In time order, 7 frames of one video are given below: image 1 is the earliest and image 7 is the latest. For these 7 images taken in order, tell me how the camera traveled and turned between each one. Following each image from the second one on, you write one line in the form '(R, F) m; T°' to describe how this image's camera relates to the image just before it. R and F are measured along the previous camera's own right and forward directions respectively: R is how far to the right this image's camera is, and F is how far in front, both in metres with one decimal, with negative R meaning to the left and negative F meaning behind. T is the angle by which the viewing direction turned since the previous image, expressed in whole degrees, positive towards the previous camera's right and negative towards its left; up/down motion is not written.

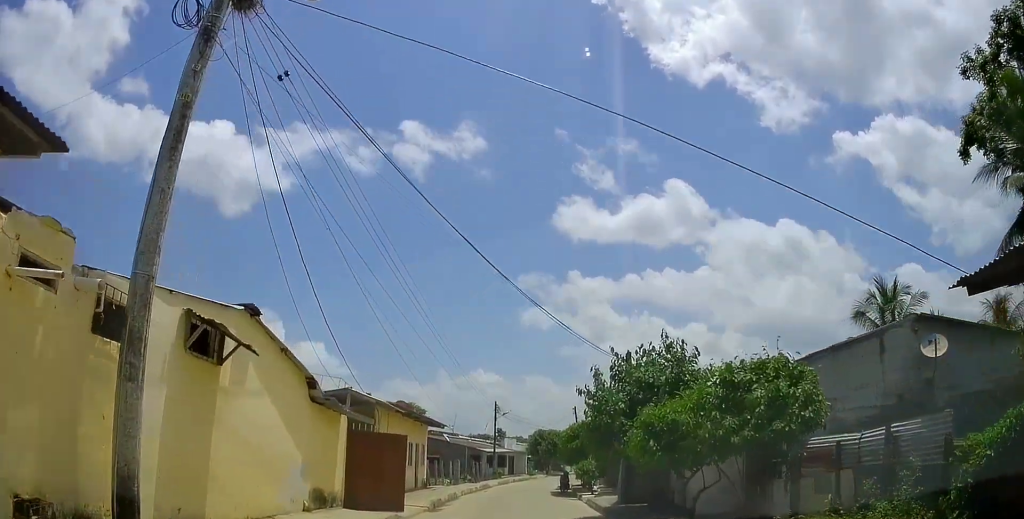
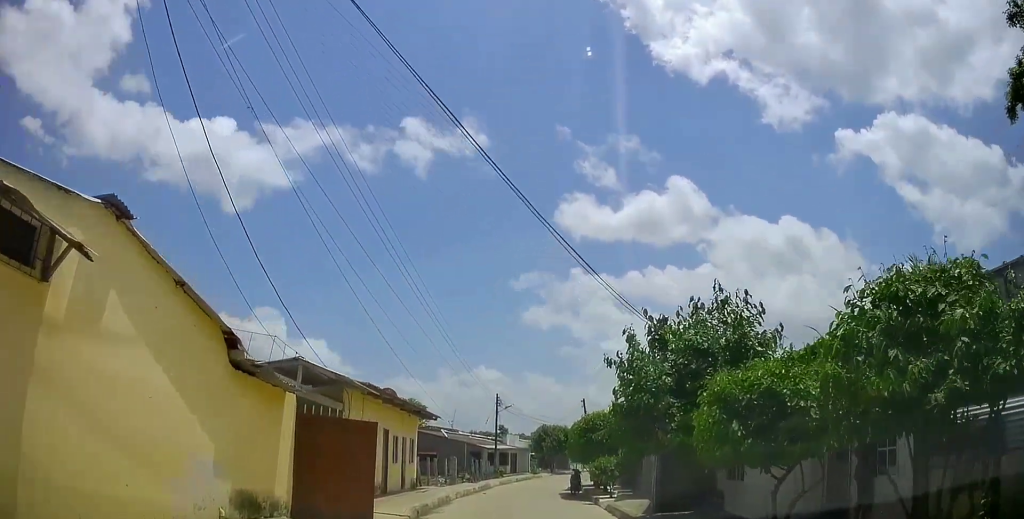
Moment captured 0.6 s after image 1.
(+0.3, +3.2) m; +7°
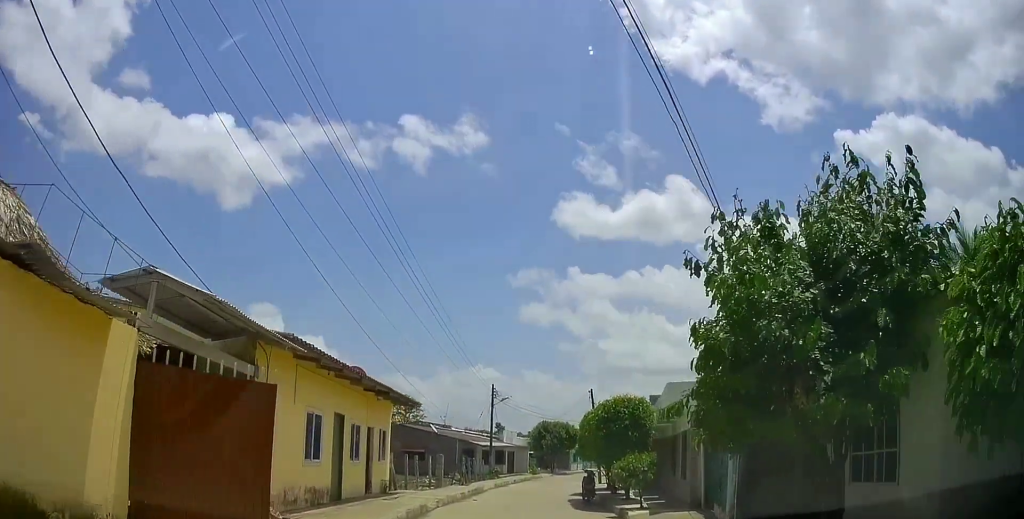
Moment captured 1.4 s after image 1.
(+0.2, +4.5) m; +2°
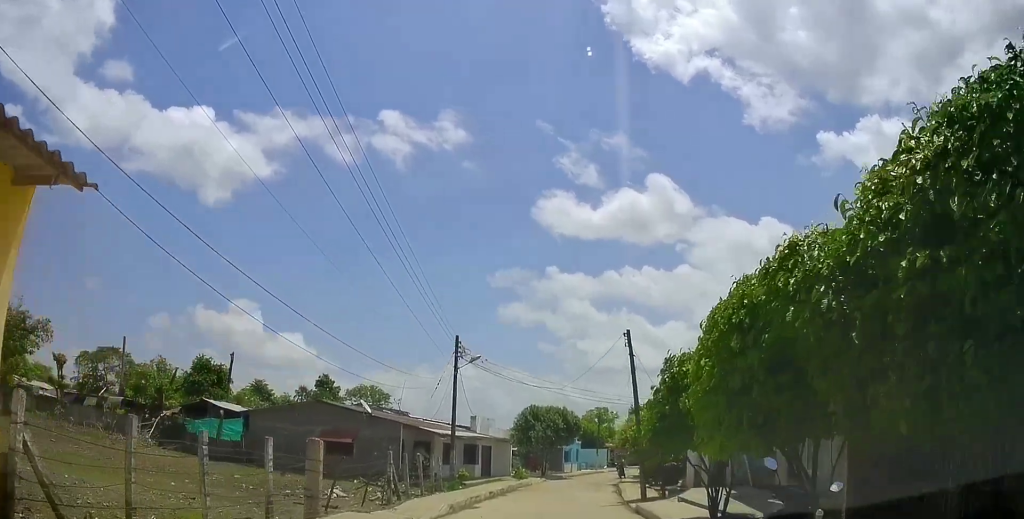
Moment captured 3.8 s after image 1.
(-0.2, +15.3) m; +1°
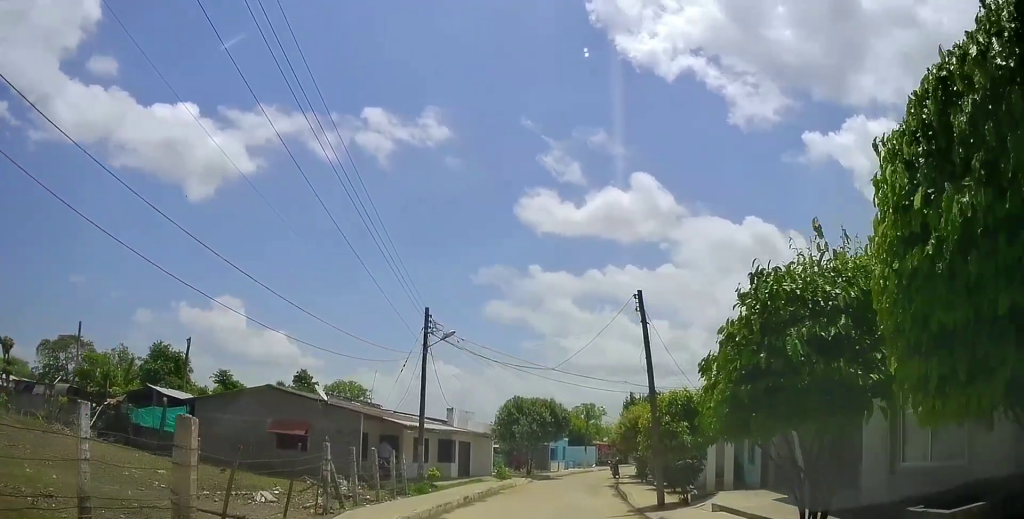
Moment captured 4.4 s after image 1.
(+0.3, +4.2) m; +3°
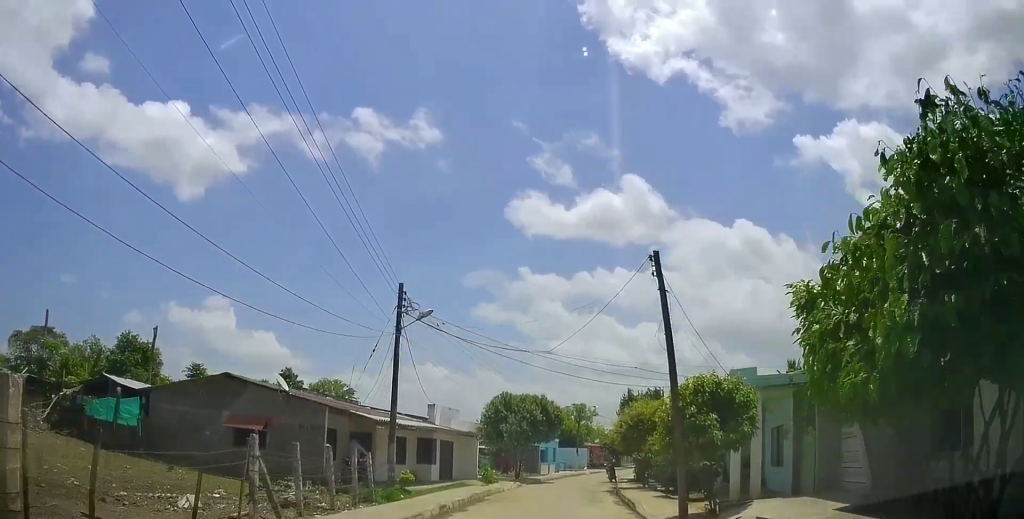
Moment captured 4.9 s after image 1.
(0.0, +2.9) m; 0°
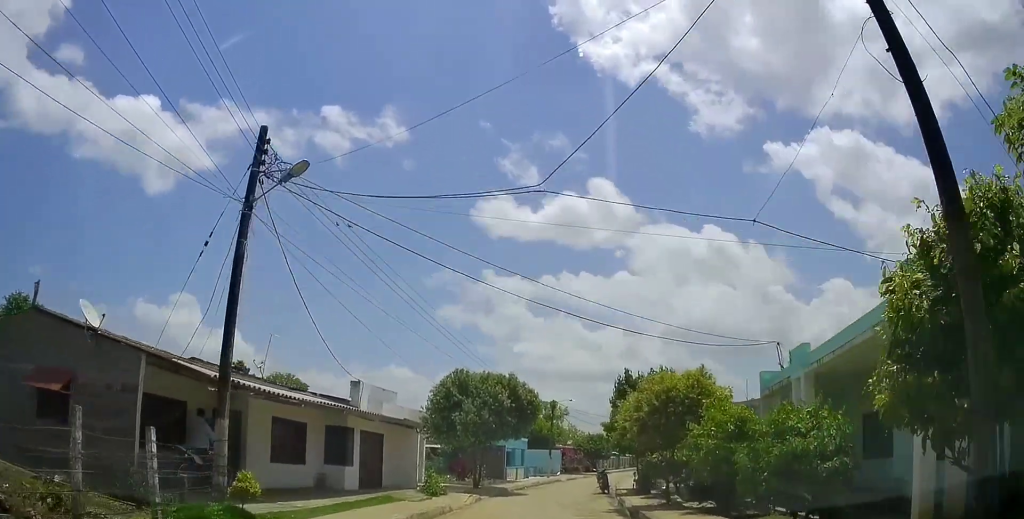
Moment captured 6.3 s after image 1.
(-0.2, +8.5) m; -1°
